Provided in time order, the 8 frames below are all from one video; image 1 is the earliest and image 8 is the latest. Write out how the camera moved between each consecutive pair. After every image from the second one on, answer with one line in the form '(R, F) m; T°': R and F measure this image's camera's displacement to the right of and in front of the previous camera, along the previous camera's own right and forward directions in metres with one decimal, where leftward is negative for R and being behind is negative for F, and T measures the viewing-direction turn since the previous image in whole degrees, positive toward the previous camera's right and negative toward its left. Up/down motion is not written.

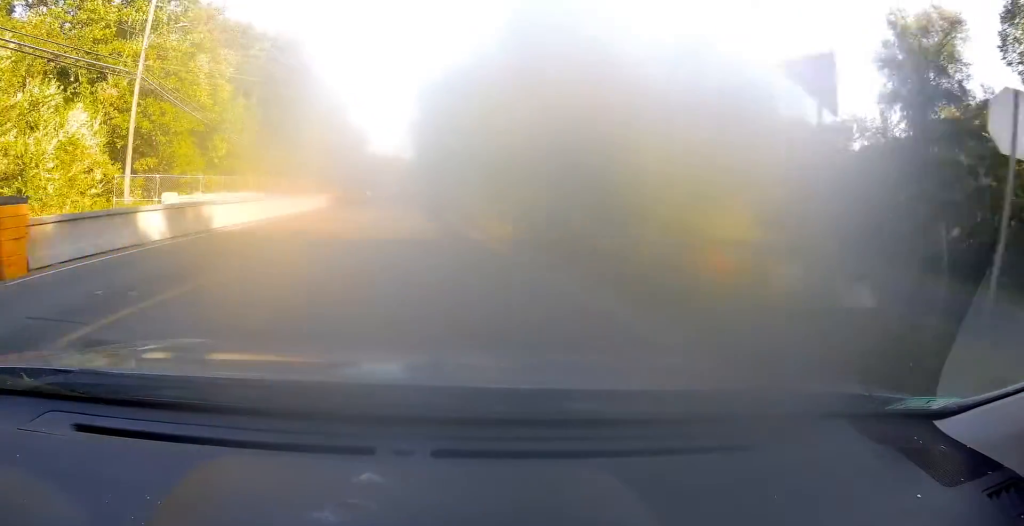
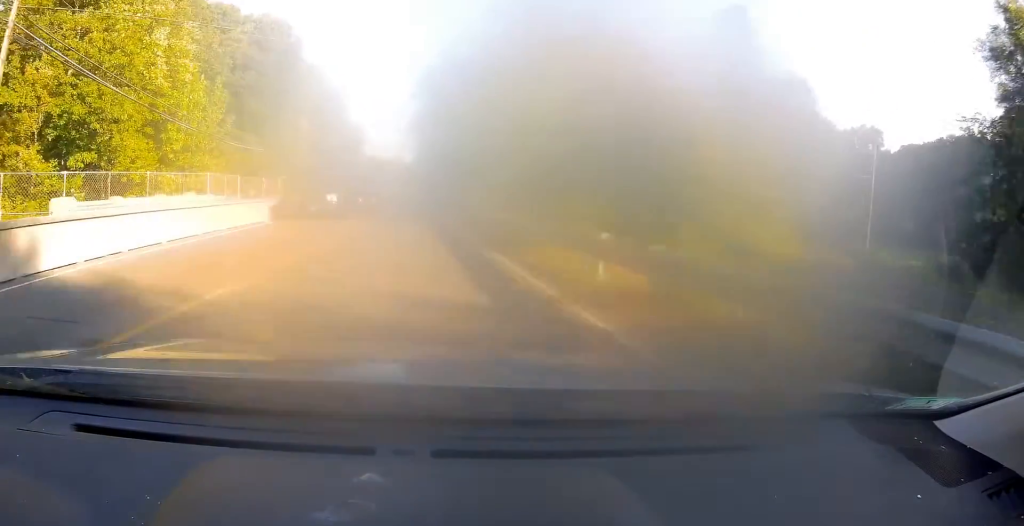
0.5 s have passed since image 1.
(0.0, +9.9) m; 0°
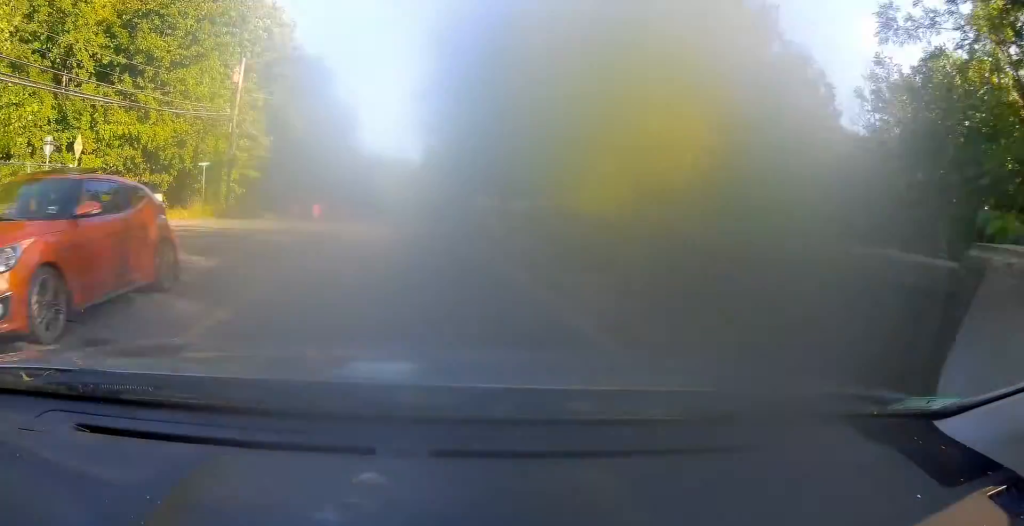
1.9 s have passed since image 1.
(0.0, +27.1) m; 0°
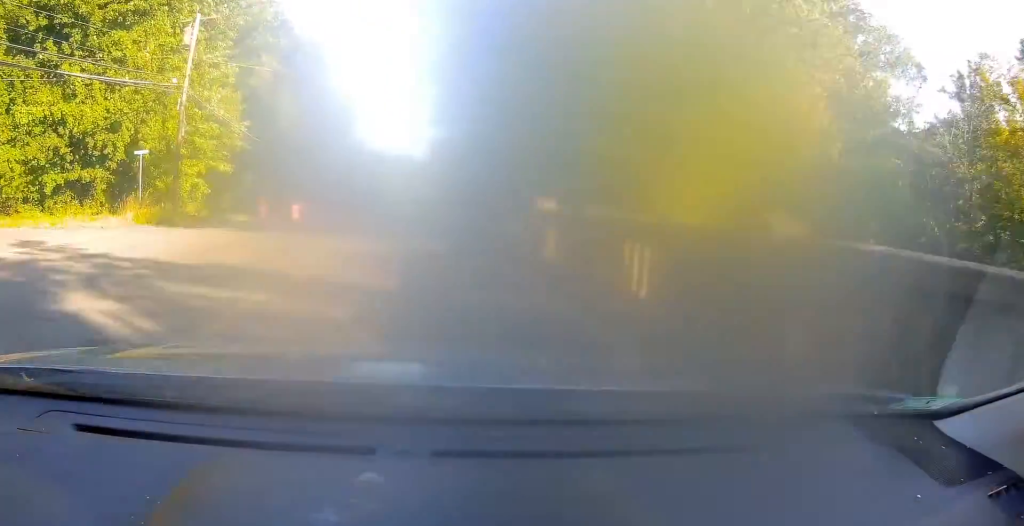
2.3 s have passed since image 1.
(-0.2, +9.2) m; 0°
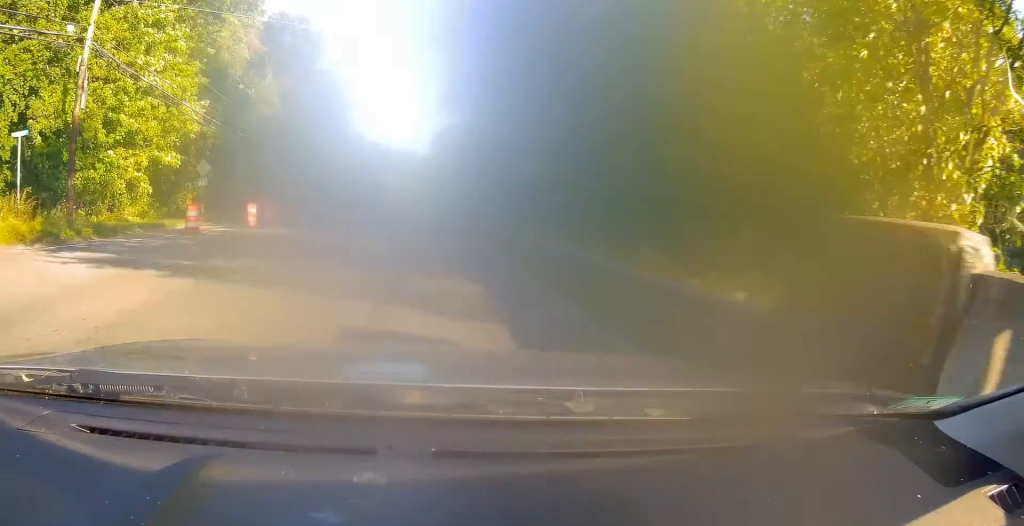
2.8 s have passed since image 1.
(+0.1, +9.8) m; 0°
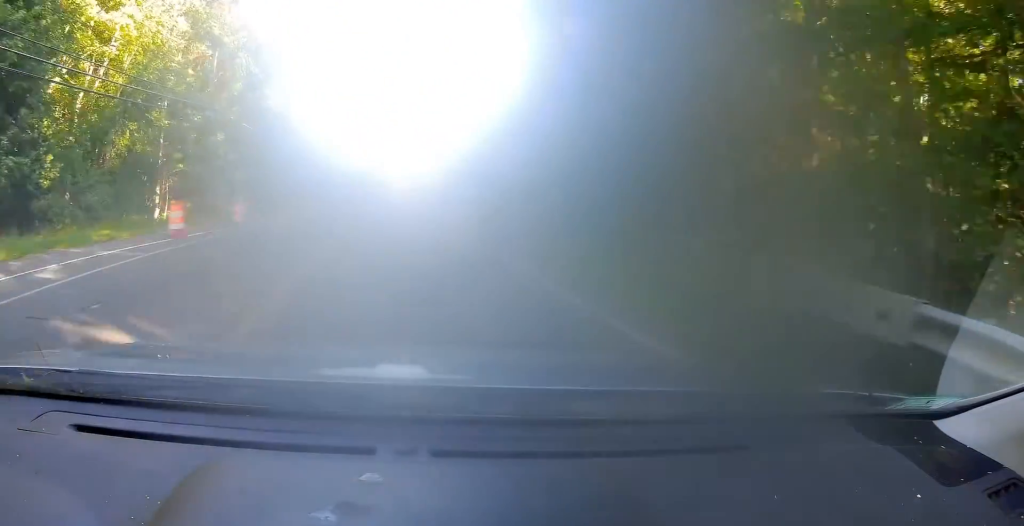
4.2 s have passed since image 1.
(-0.4, +27.7) m; 0°
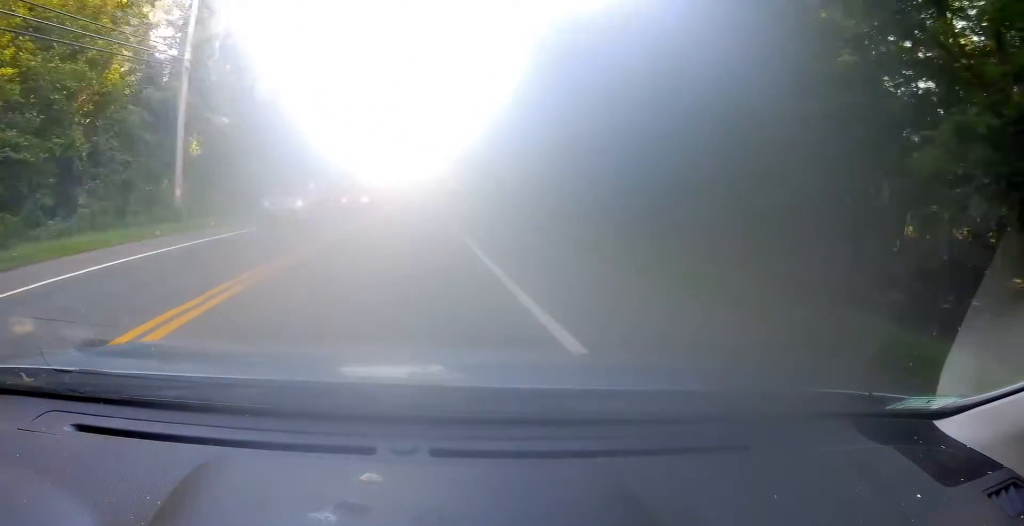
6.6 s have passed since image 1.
(+0.9, +48.7) m; +2°
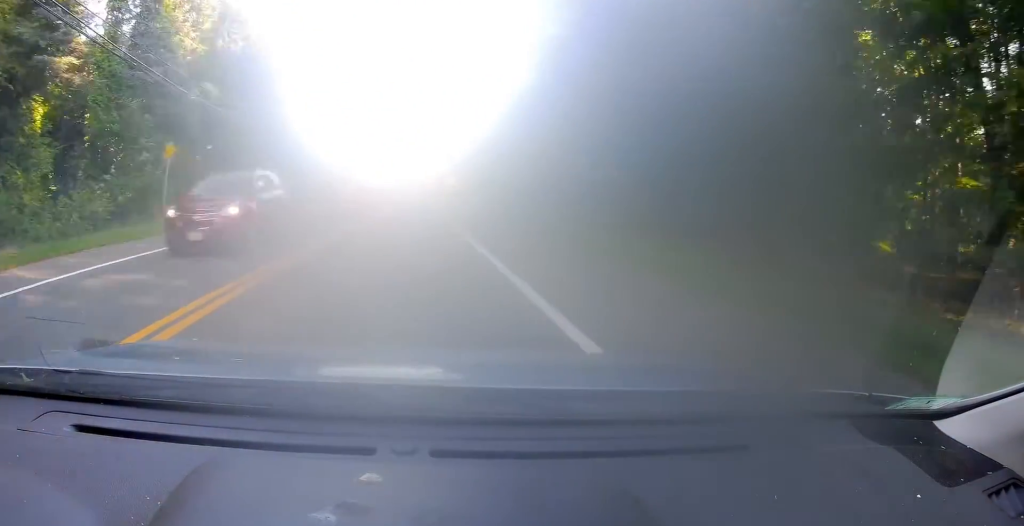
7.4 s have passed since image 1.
(+0.3, +15.2) m; 0°
